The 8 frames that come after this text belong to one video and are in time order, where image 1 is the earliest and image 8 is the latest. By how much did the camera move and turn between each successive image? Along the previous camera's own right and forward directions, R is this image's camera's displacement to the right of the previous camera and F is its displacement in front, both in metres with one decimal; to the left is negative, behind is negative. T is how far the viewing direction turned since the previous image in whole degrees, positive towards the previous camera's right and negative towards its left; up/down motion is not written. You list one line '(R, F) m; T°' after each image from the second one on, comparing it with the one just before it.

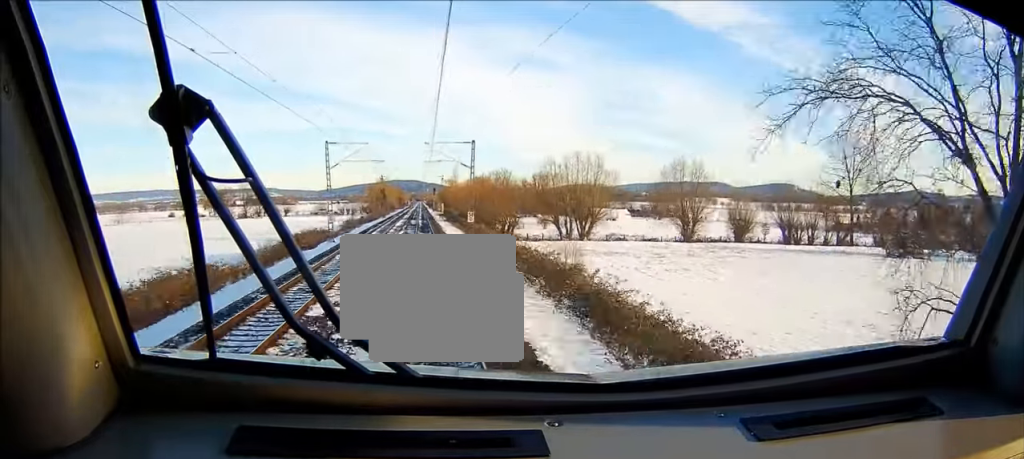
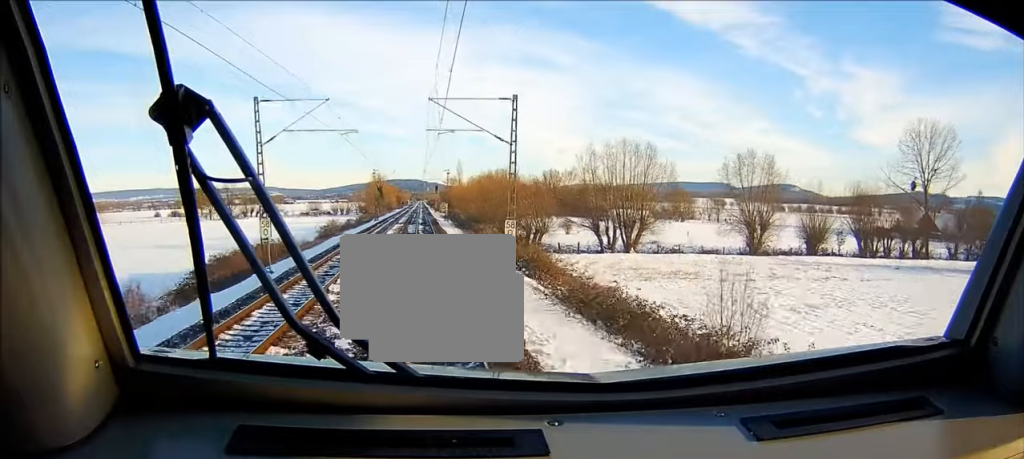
(+0.1, +23.6) m; 0°
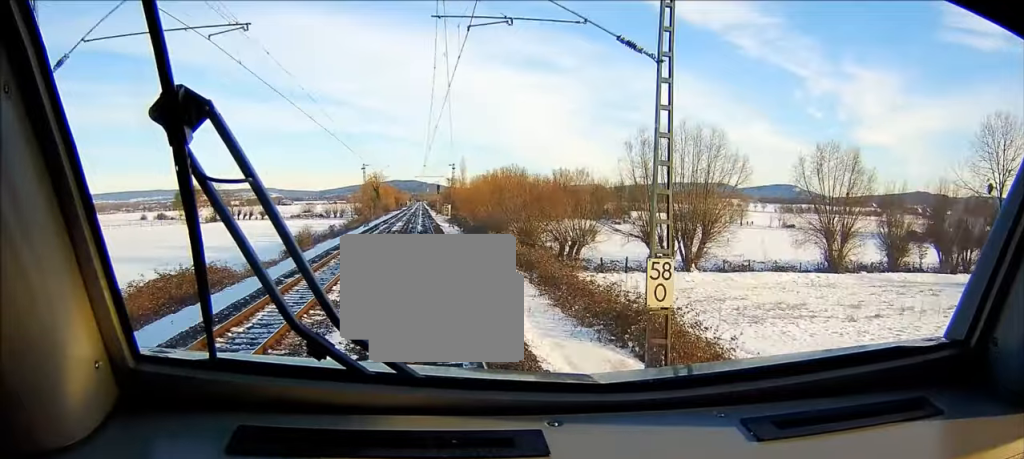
(-0.1, +19.9) m; 0°
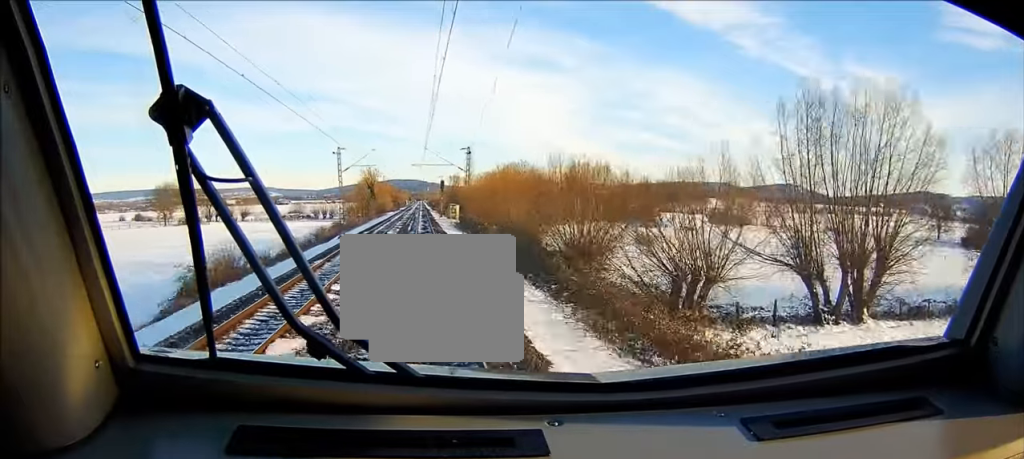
(0.0, +28.1) m; 0°
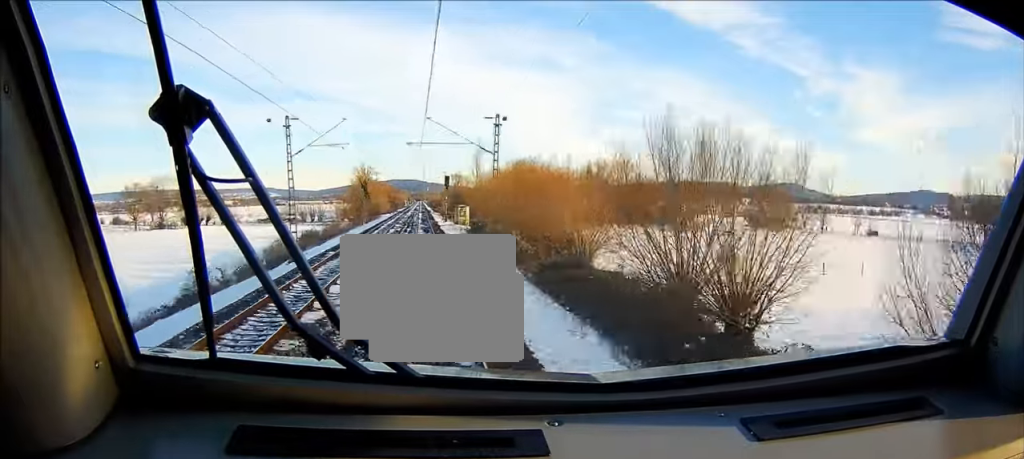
(+0.1, +24.6) m; 0°
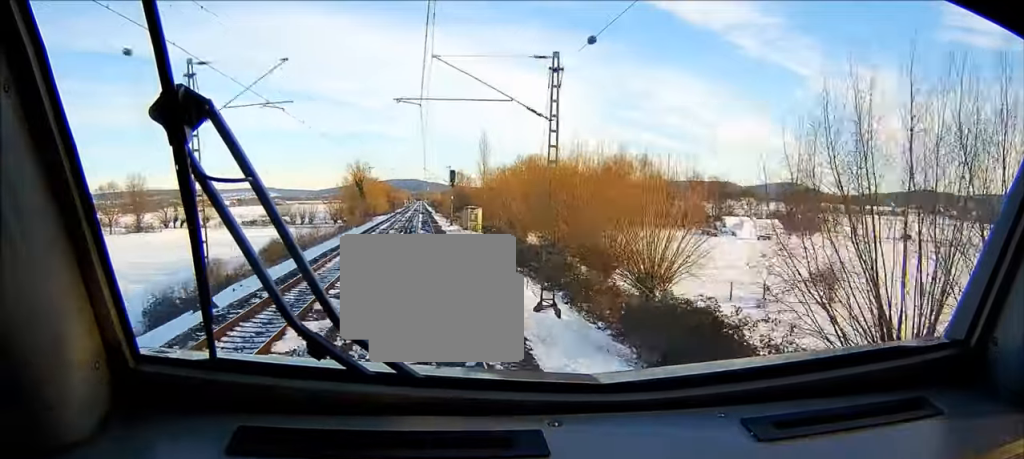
(0.0, +16.3) m; 0°
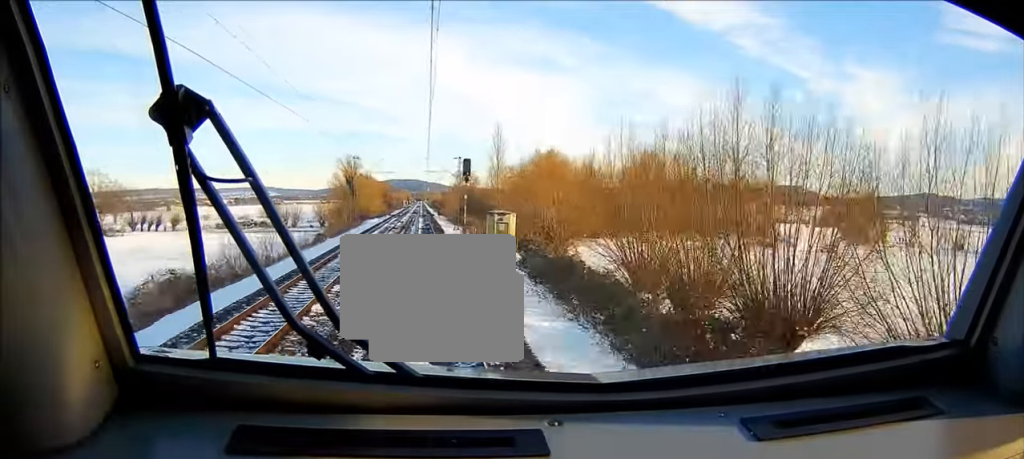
(0.0, +23.2) m; 0°
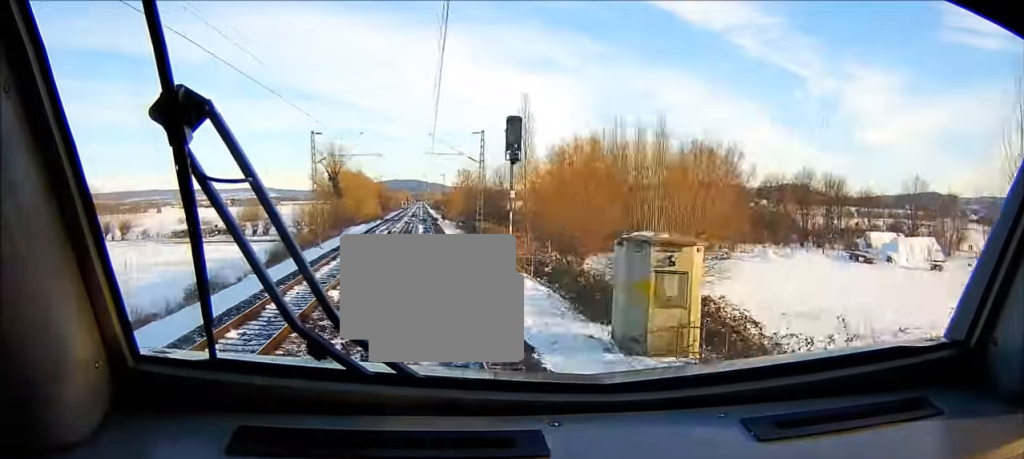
(-0.1, +29.0) m; 0°
